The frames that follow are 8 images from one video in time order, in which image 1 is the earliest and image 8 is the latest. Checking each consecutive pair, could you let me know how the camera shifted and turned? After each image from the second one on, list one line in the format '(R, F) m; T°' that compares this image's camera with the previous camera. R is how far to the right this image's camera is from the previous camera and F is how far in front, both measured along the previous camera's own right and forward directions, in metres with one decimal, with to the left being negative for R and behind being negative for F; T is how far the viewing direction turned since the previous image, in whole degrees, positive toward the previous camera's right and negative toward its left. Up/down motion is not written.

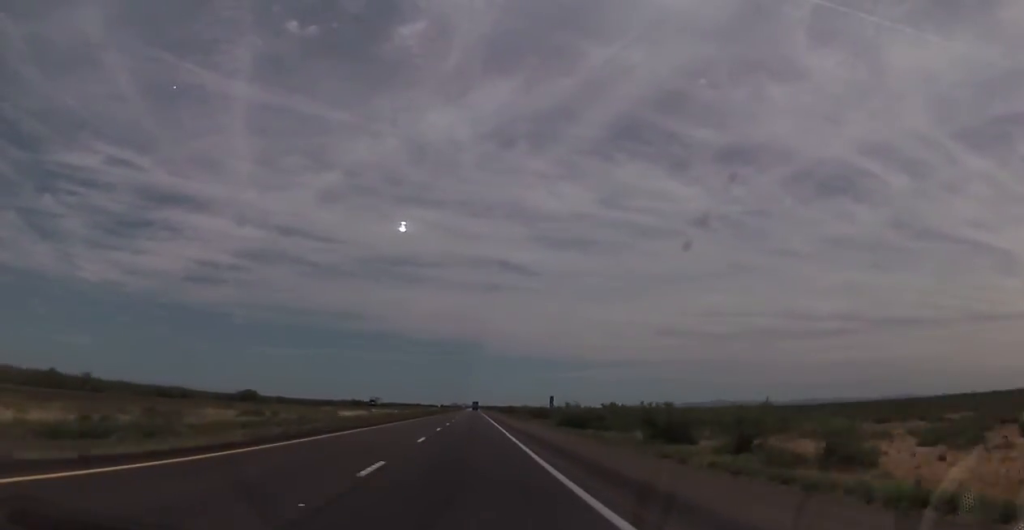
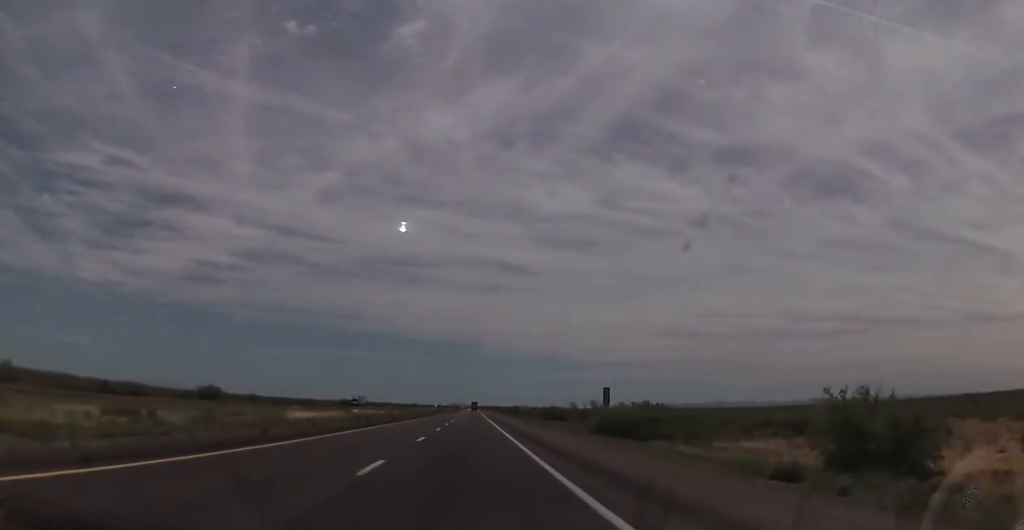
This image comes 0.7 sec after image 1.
(0.0, +27.0) m; 0°
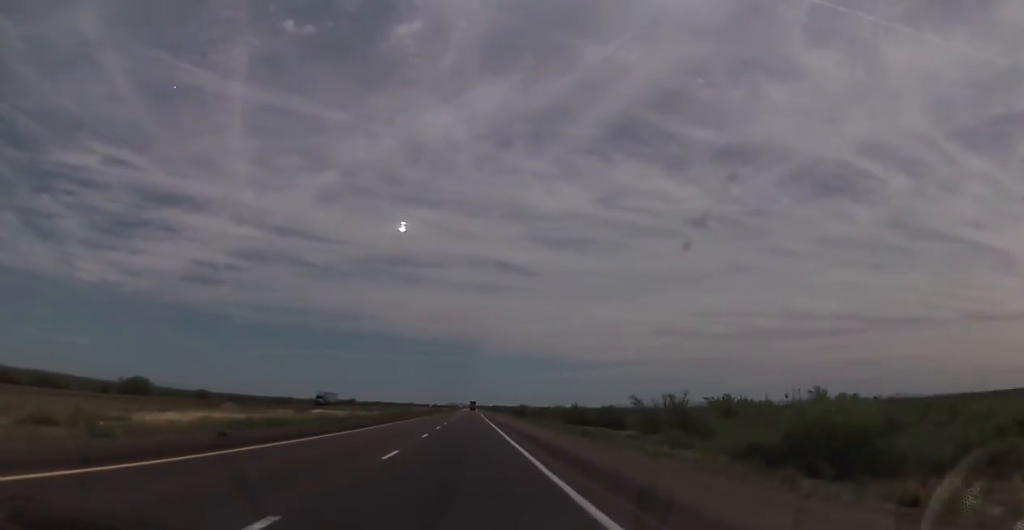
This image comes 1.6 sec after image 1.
(-0.1, +35.4) m; 0°
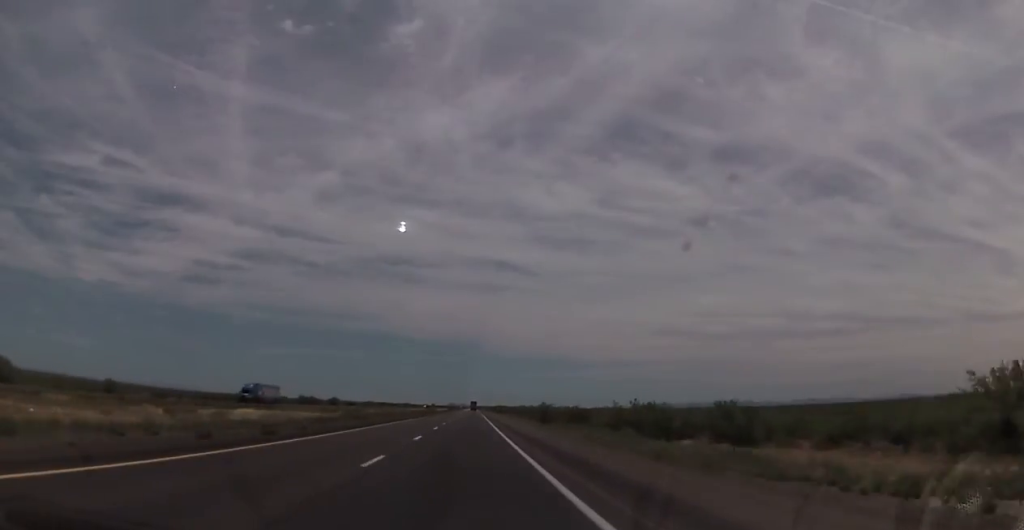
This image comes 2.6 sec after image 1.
(+0.4, +40.8) m; 0°
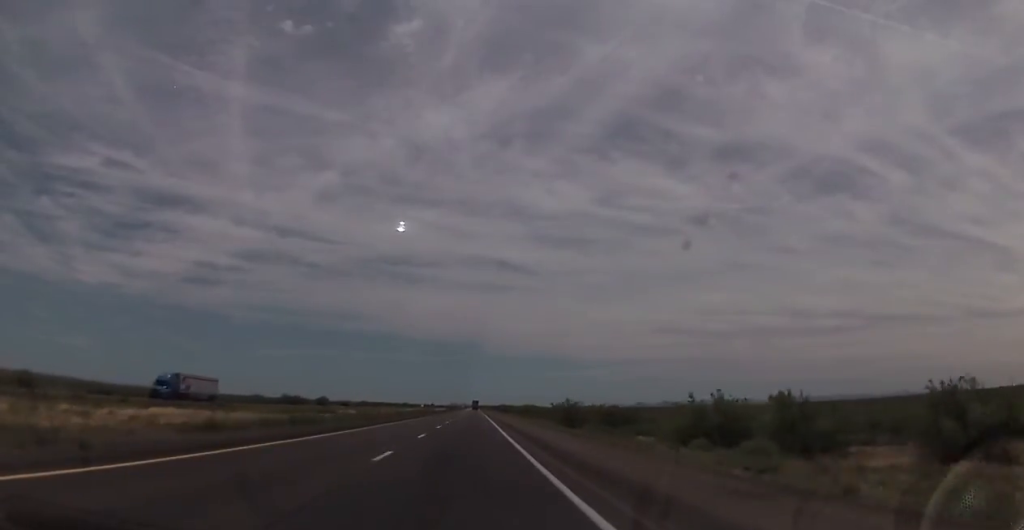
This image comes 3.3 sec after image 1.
(-0.1, +23.8) m; 0°
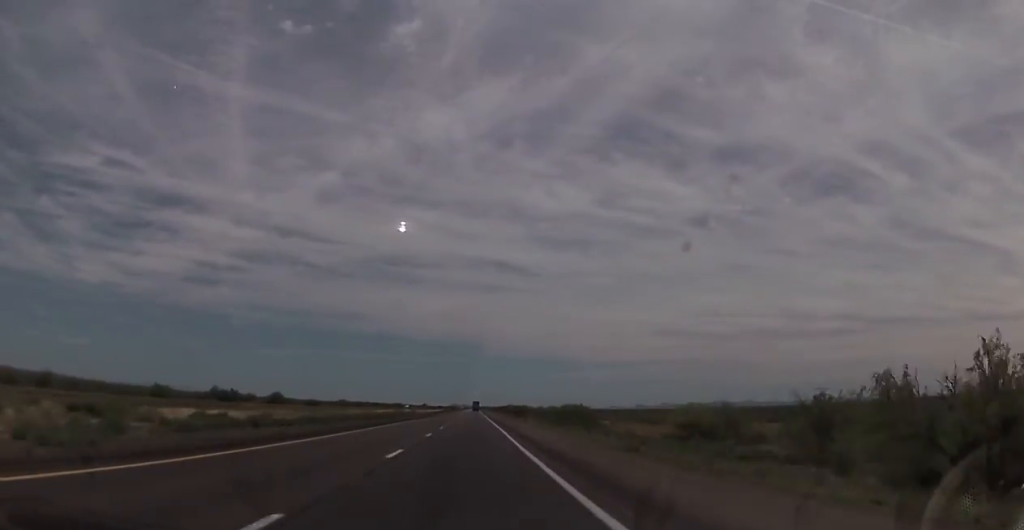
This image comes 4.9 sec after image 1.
(-0.5, +60.5) m; 0°
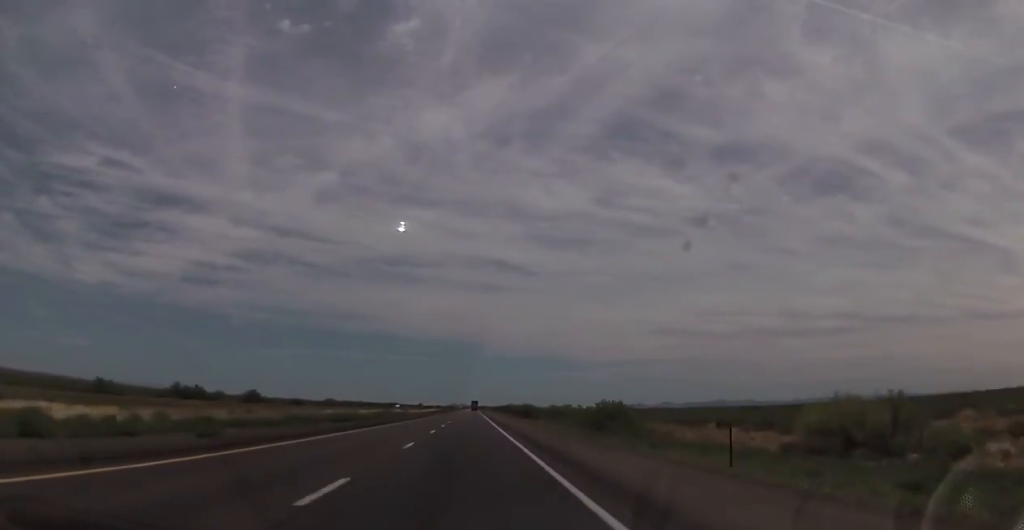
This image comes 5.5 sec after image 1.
(0.0, +20.7) m; 0°
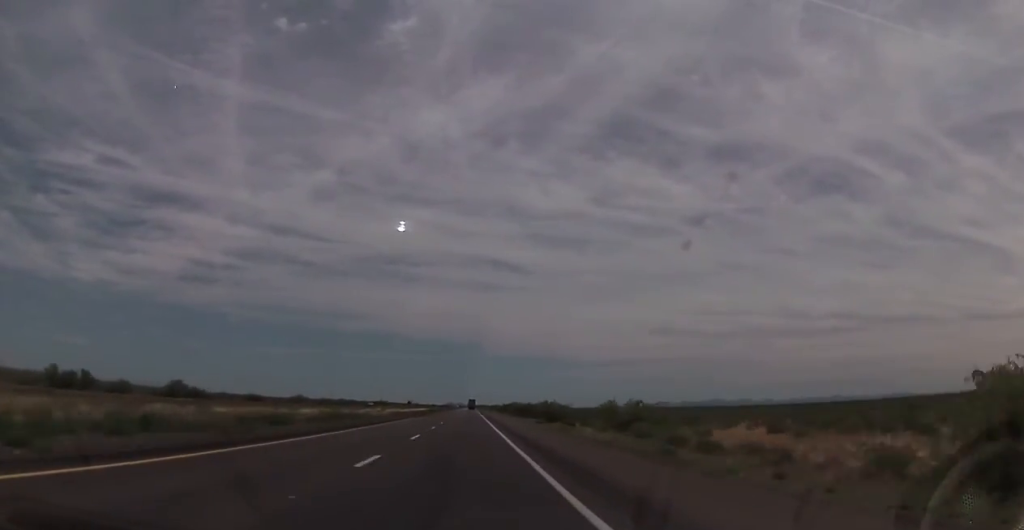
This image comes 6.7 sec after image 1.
(0.0, +43.7) m; 0°
